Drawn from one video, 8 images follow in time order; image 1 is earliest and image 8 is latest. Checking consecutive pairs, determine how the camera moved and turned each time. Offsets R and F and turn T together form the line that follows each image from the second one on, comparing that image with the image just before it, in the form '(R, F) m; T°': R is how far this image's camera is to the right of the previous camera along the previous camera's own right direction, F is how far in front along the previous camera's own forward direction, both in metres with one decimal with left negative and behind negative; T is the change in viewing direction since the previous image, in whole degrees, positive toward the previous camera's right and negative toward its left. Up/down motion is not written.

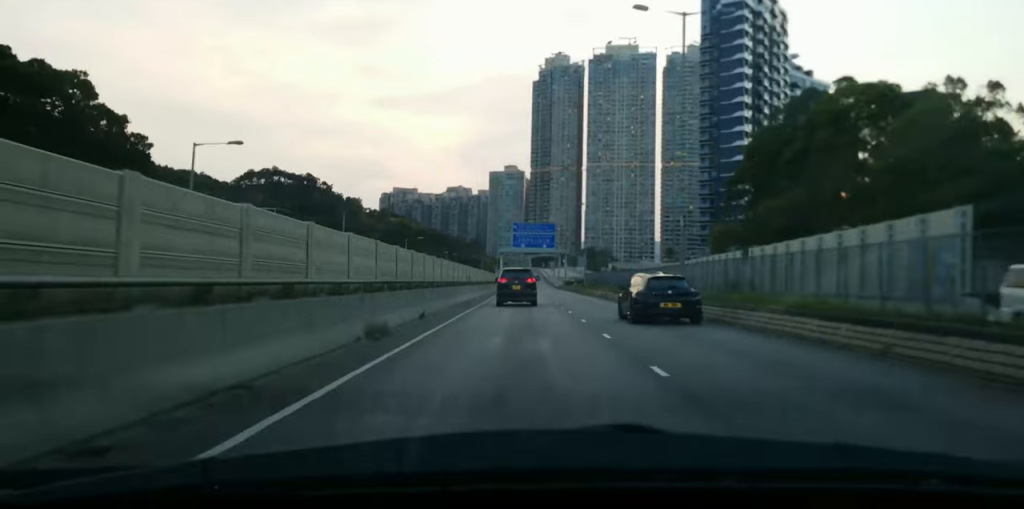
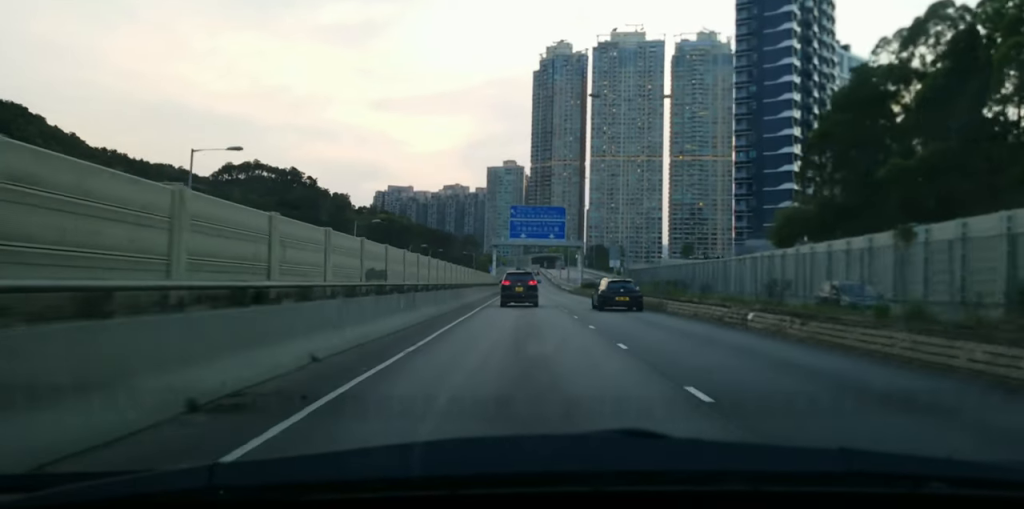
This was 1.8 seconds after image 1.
(+0.4, +30.9) m; +1°
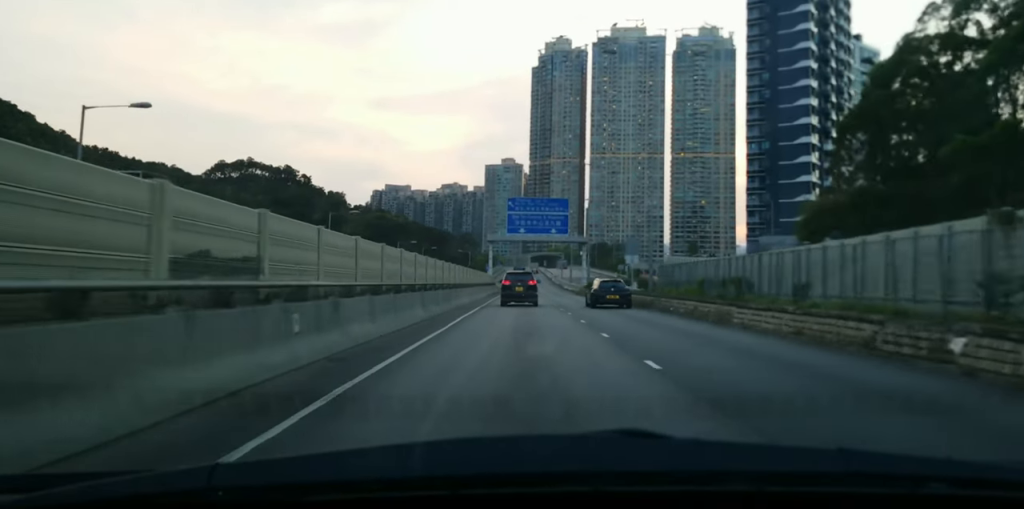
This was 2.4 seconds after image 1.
(0.0, +9.6) m; 0°
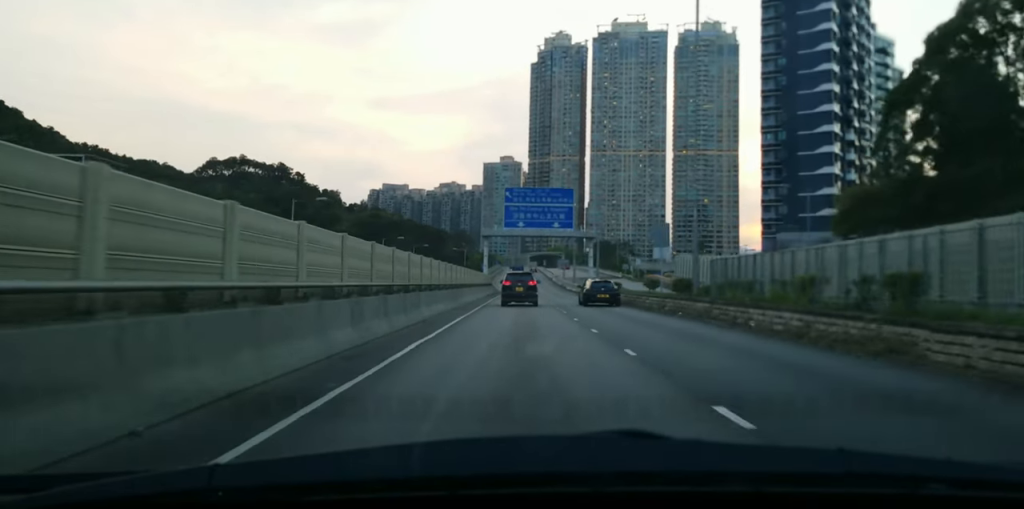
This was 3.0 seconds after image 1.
(+0.1, +9.6) m; +1°
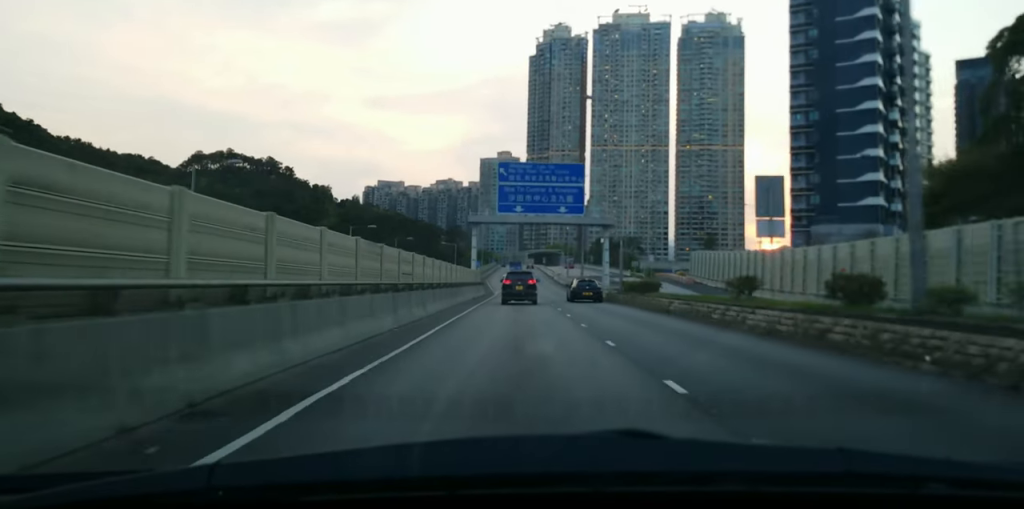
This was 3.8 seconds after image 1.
(+0.2, +15.4) m; 0°
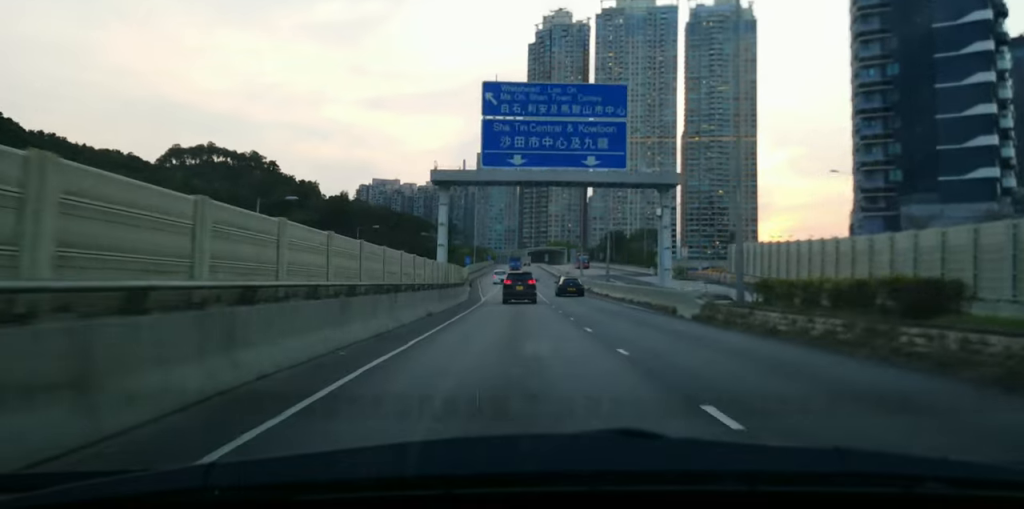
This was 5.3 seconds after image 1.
(-0.3, +25.8) m; -1°
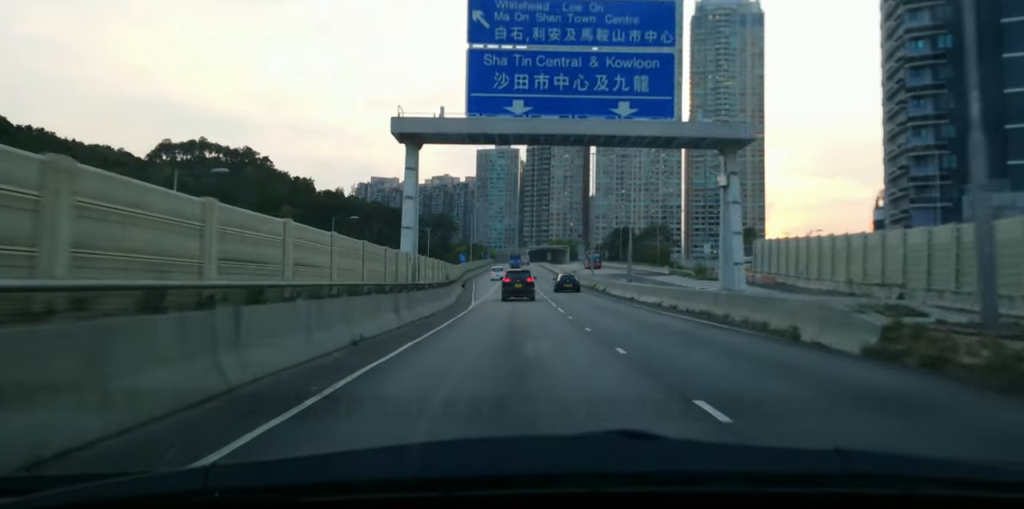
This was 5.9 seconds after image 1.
(0.0, +11.7) m; 0°
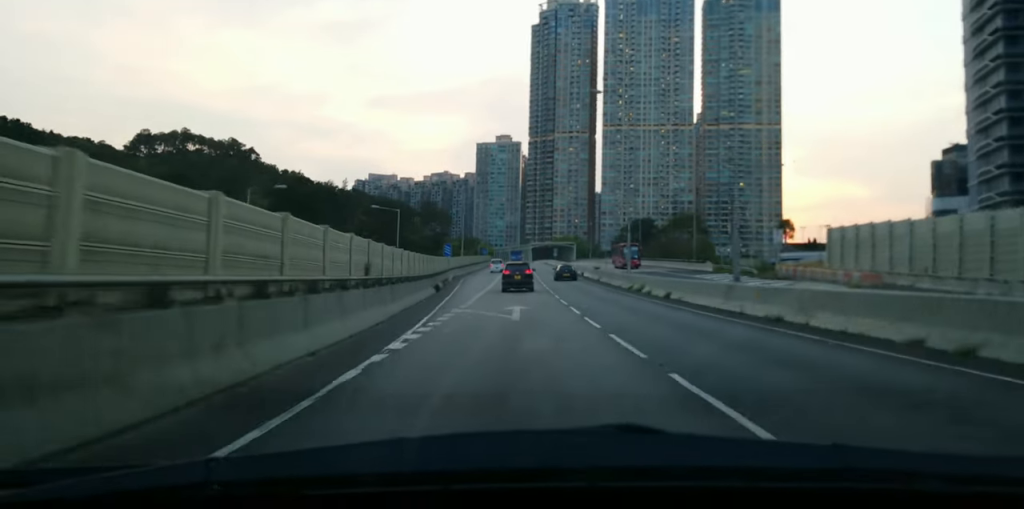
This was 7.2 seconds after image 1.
(0.0, +23.8) m; 0°
